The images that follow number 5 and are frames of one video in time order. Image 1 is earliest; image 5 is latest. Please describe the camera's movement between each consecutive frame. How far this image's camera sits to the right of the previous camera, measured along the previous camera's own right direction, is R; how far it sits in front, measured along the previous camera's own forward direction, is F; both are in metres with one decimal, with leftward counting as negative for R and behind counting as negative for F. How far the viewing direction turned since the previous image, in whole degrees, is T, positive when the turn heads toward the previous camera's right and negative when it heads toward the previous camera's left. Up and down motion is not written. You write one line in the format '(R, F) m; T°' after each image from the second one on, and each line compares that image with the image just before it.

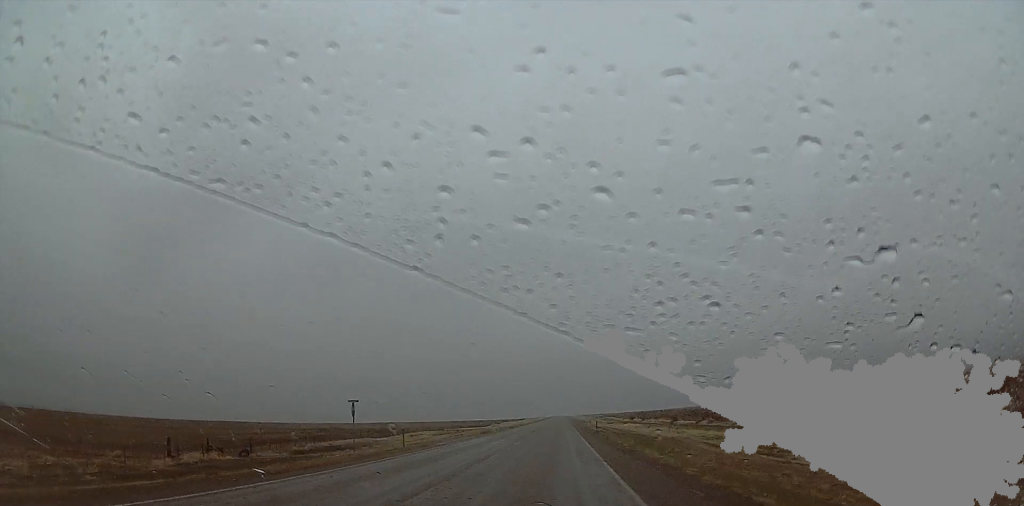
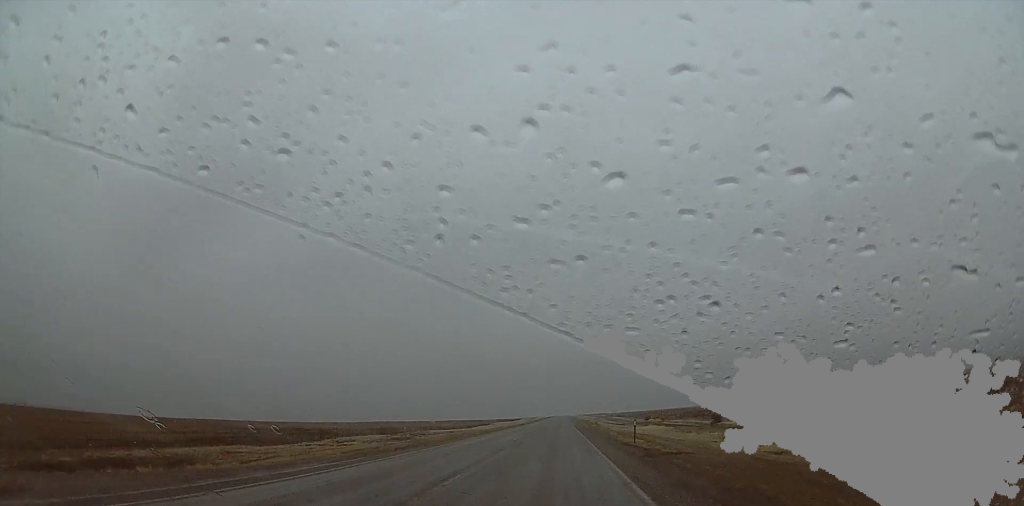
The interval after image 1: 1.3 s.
(0.0, +33.3) m; 0°
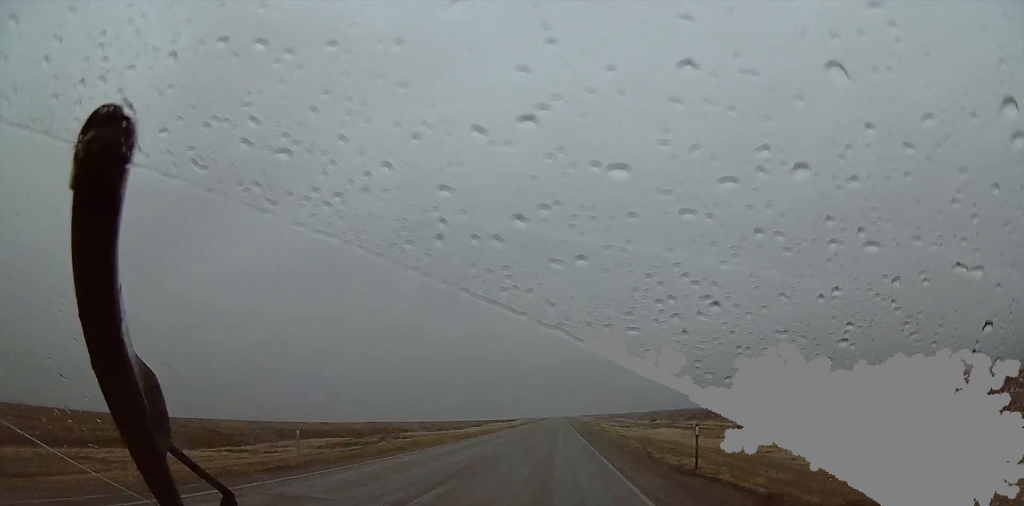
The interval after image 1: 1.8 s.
(0.0, +14.9) m; 0°
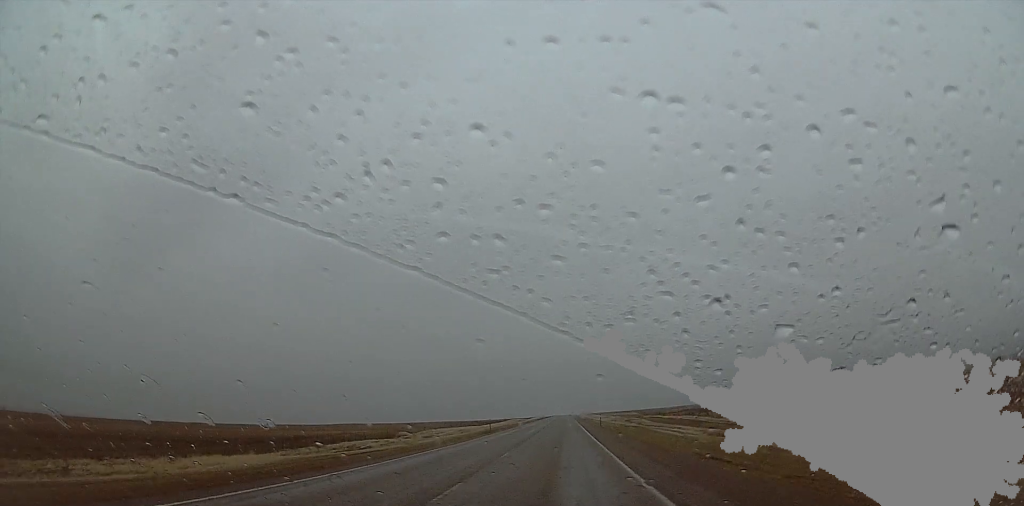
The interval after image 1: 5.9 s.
(0.0, +107.8) m; 0°
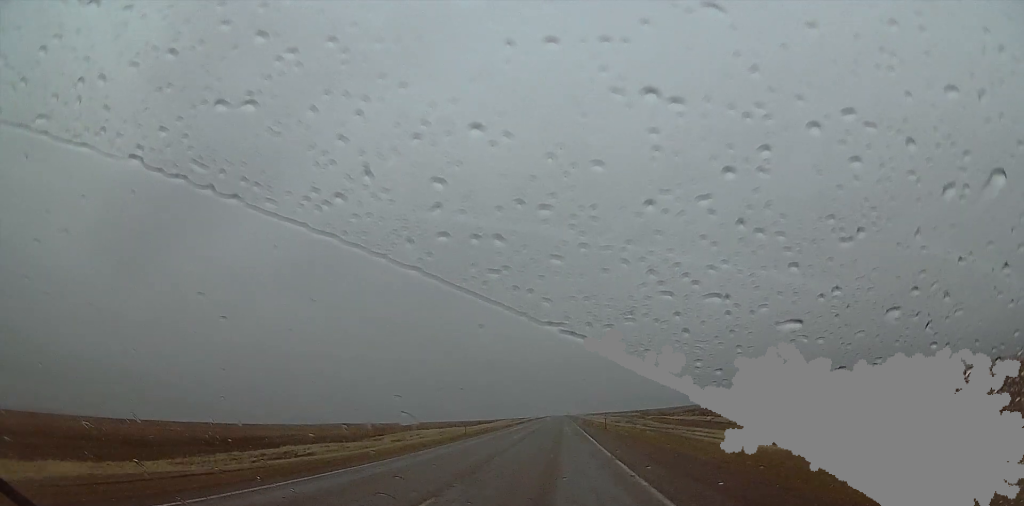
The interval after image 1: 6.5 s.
(0.0, +14.9) m; 0°
